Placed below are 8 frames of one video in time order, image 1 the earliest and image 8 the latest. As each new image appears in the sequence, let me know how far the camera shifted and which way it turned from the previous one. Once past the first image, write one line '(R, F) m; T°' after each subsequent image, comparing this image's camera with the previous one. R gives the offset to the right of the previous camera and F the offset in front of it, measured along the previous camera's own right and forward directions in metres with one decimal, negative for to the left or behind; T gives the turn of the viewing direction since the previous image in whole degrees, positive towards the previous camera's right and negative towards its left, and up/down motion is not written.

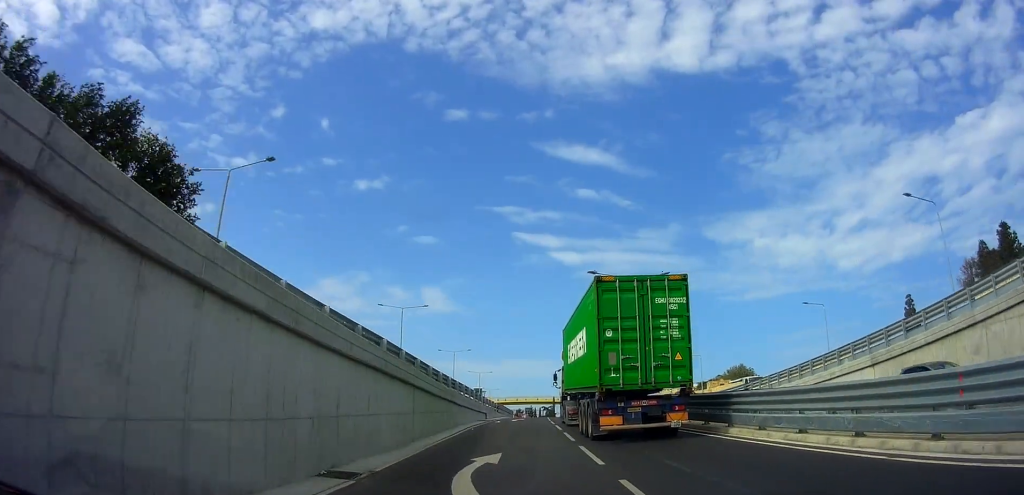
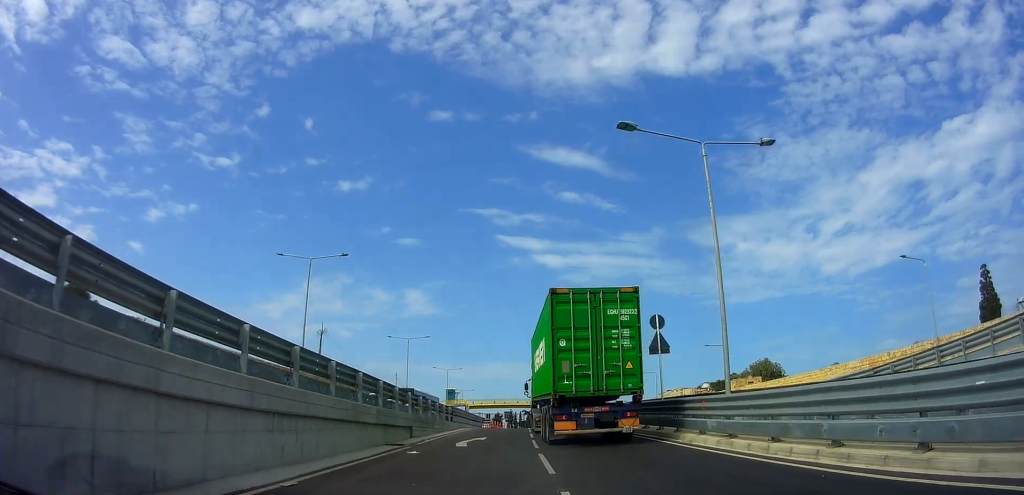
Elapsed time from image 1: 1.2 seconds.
(+0.4, +19.6) m; +1°
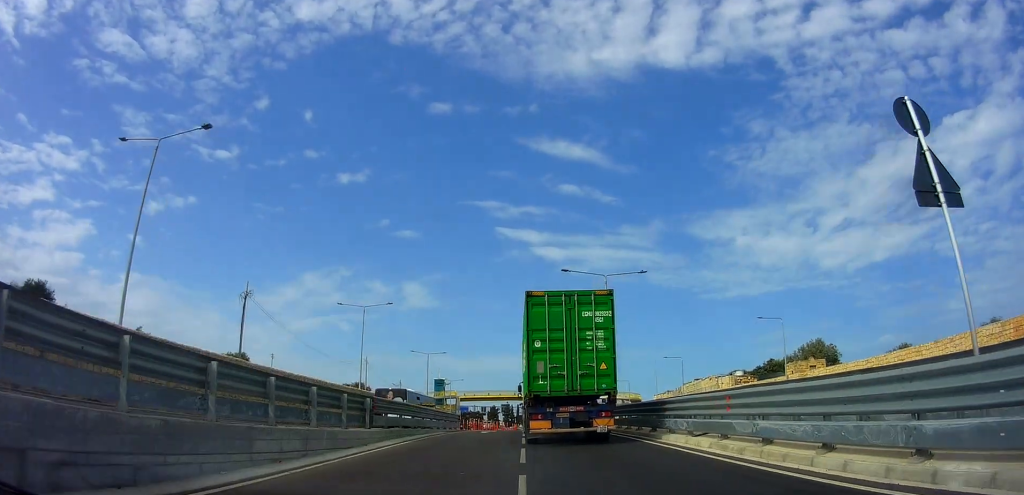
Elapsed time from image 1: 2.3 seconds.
(-0.2, +17.1) m; -1°
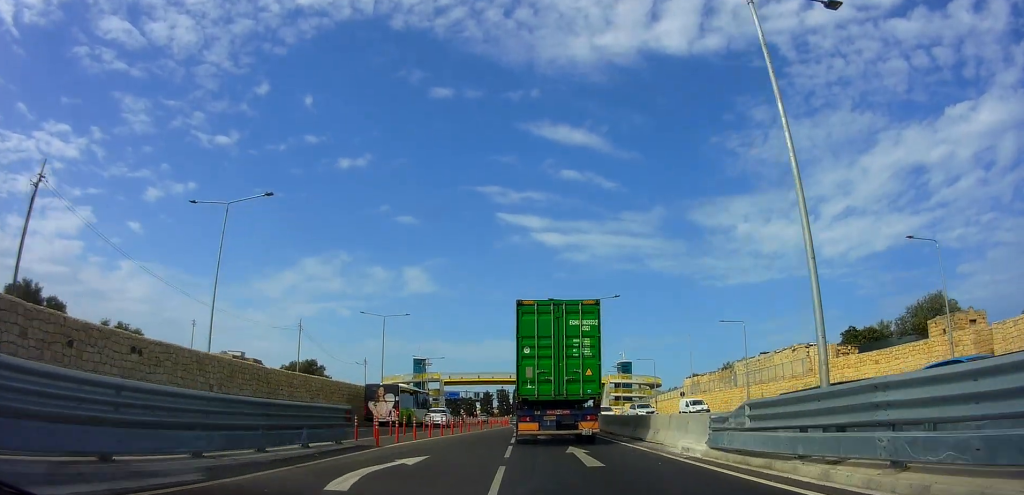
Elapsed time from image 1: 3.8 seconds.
(0.0, +23.7) m; +1°
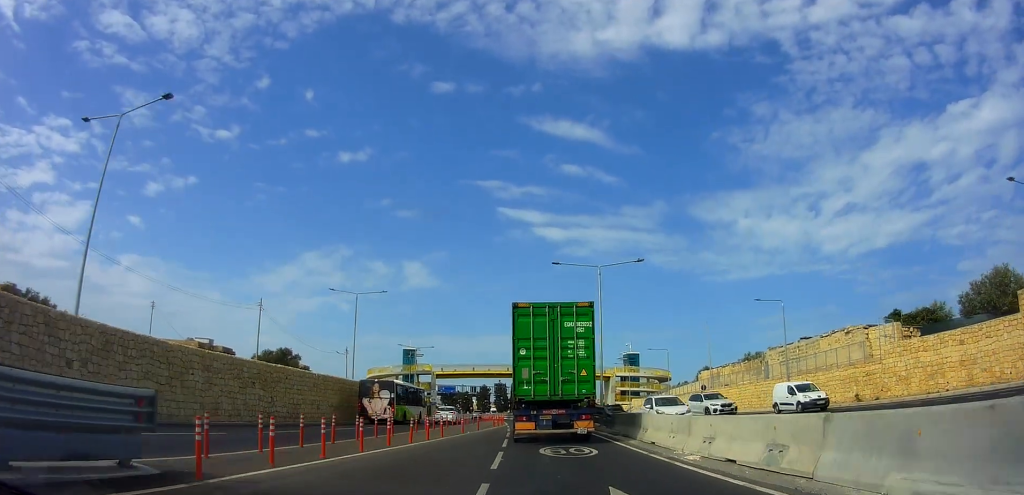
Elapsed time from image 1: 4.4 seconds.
(+0.3, +9.0) m; 0°
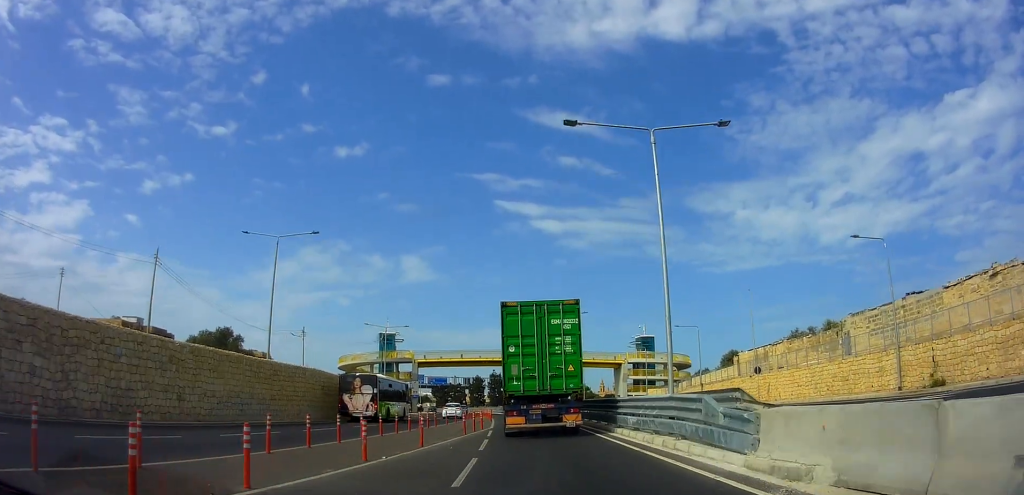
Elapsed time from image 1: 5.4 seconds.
(-0.3, +15.3) m; -4°
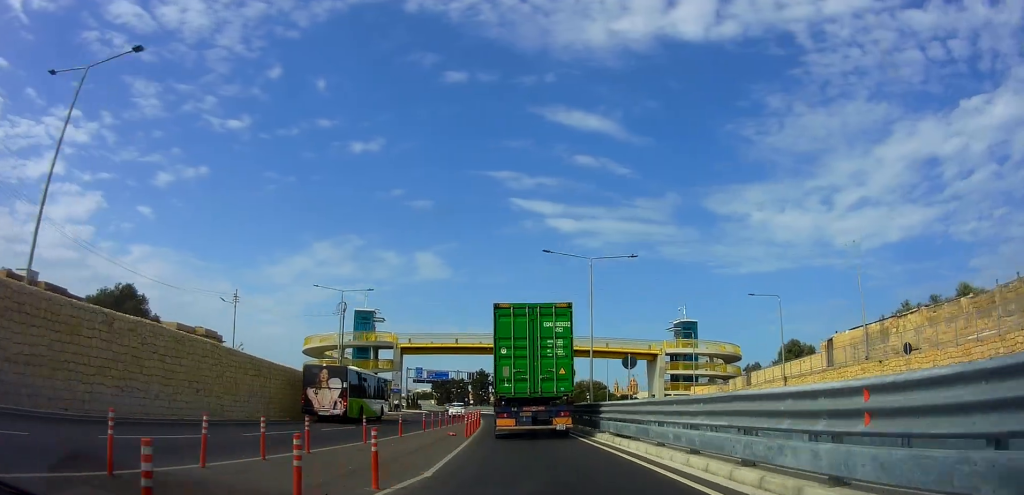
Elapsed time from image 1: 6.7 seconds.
(-0.6, +18.7) m; -1°
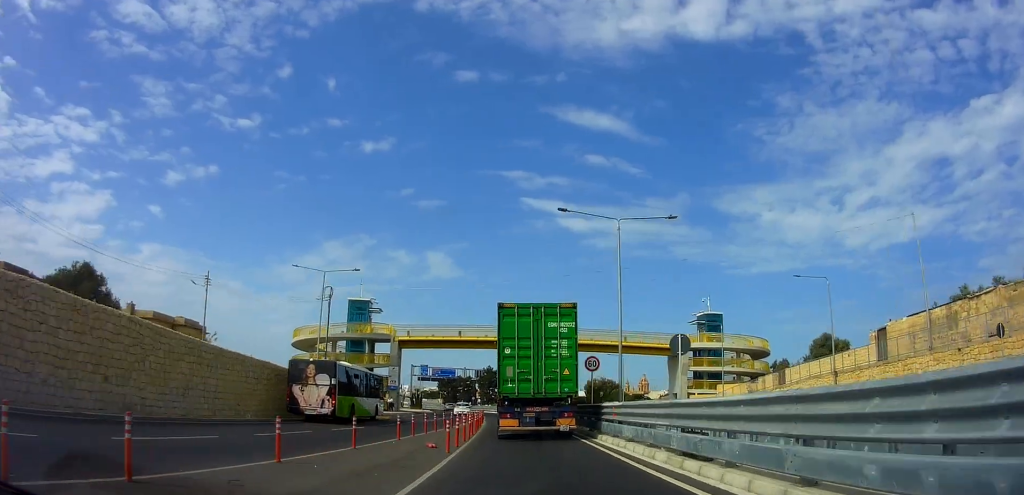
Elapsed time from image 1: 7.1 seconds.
(+0.2, +6.4) m; 0°
